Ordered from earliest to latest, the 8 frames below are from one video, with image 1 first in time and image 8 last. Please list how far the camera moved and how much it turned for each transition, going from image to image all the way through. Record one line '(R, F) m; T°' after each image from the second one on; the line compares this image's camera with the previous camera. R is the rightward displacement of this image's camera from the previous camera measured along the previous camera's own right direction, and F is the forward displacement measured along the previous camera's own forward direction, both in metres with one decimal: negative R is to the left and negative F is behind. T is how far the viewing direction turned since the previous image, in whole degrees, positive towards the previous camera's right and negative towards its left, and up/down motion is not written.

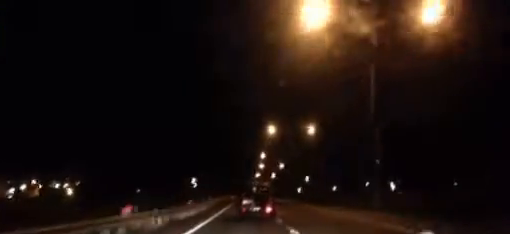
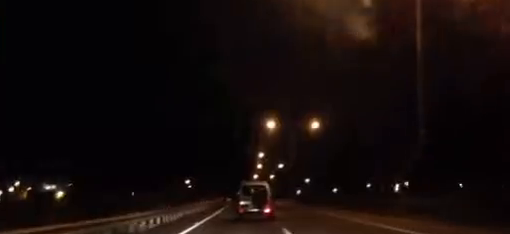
(-0.1, +11.2) m; 0°
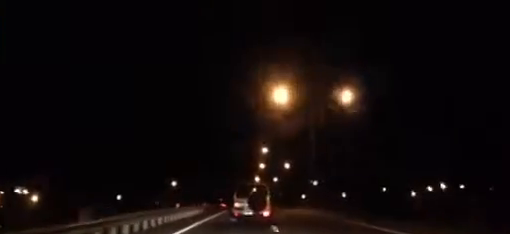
(0.0, +32.5) m; +1°
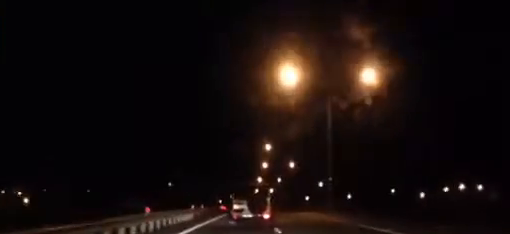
(+0.2, +11.2) m; +1°
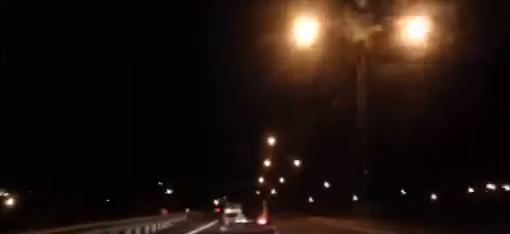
(0.0, +13.5) m; 0°
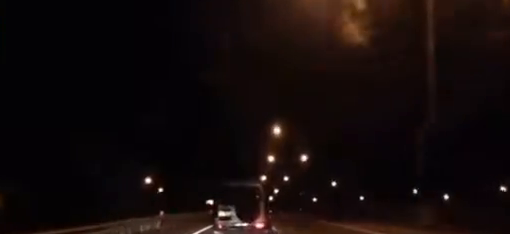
(0.0, +14.4) m; 0°
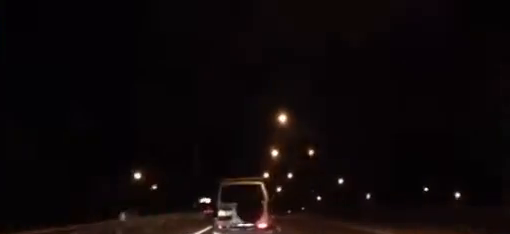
(0.0, +10.5) m; 0°
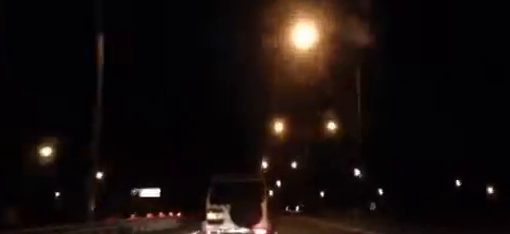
(-0.1, +37.9) m; 0°
